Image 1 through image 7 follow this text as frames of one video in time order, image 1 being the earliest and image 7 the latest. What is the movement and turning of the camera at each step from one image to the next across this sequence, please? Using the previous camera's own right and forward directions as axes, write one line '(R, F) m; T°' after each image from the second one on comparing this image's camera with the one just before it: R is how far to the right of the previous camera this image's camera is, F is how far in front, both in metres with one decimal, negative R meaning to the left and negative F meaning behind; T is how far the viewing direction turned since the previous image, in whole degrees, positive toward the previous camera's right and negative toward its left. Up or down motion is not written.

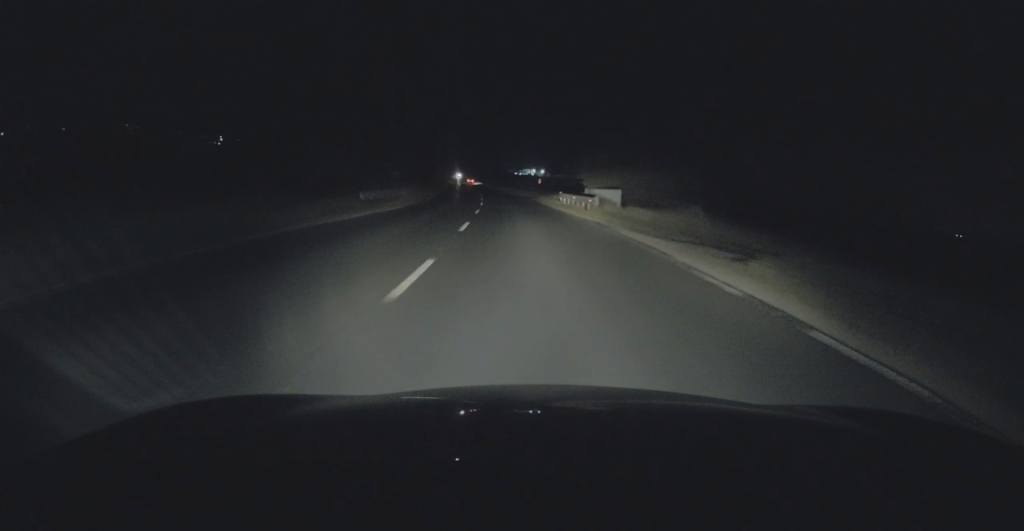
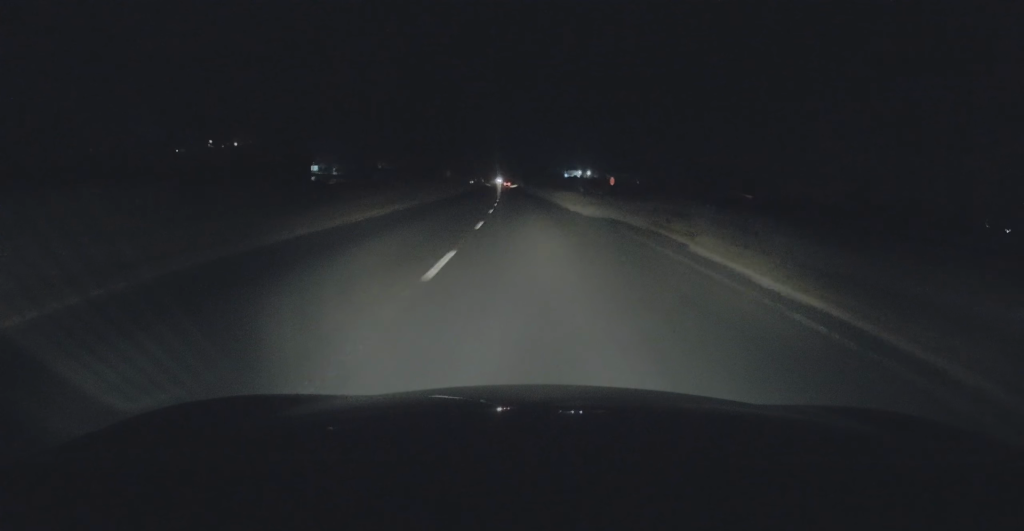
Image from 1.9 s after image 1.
(-1.8, +42.9) m; -4°
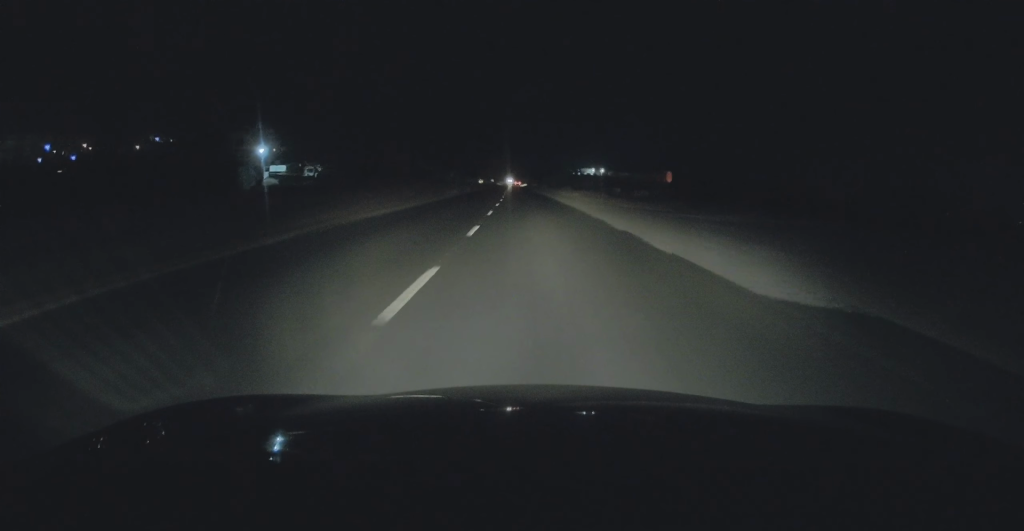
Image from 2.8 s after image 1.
(-0.1, +20.1) m; -1°
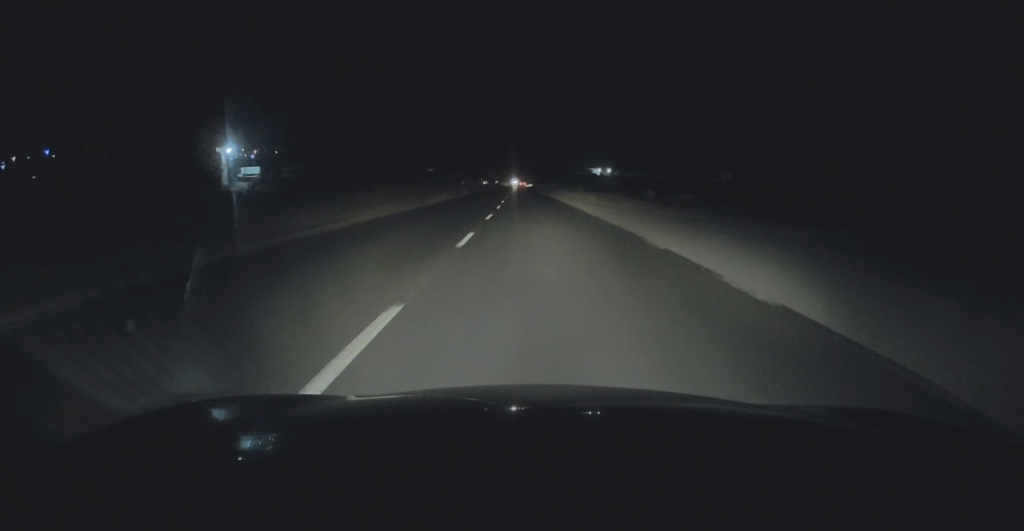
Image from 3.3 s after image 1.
(-0.2, +11.2) m; -1°
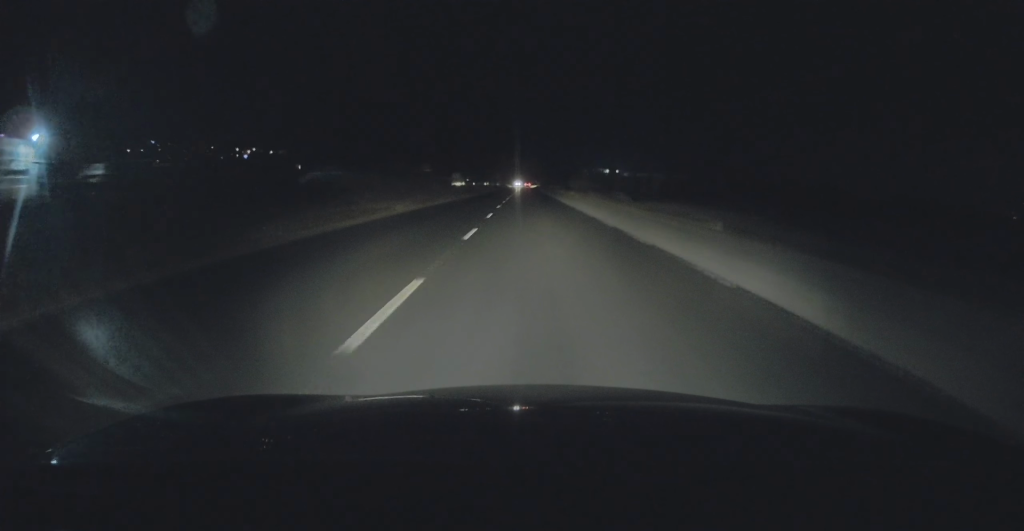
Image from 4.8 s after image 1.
(-0.2, +33.6) m; 0°
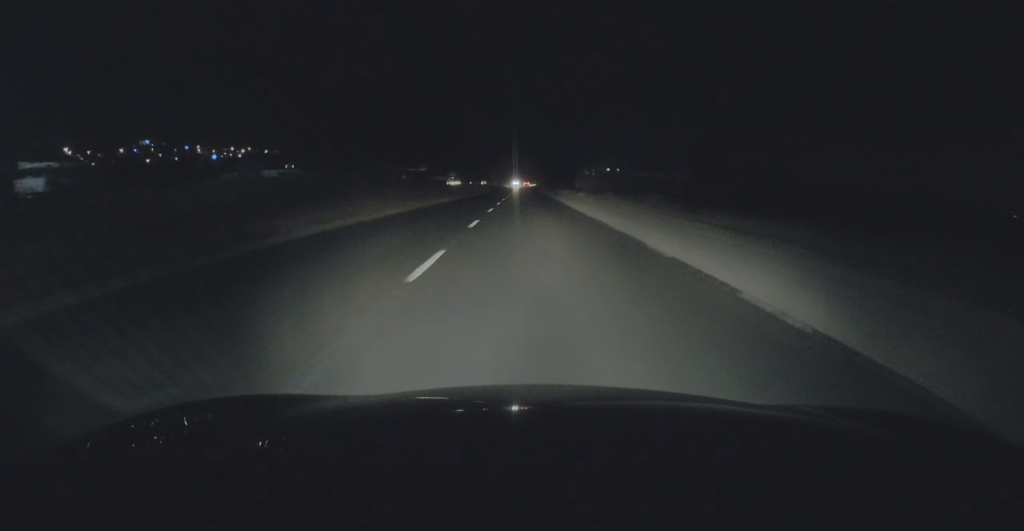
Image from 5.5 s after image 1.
(0.0, +14.3) m; 0°
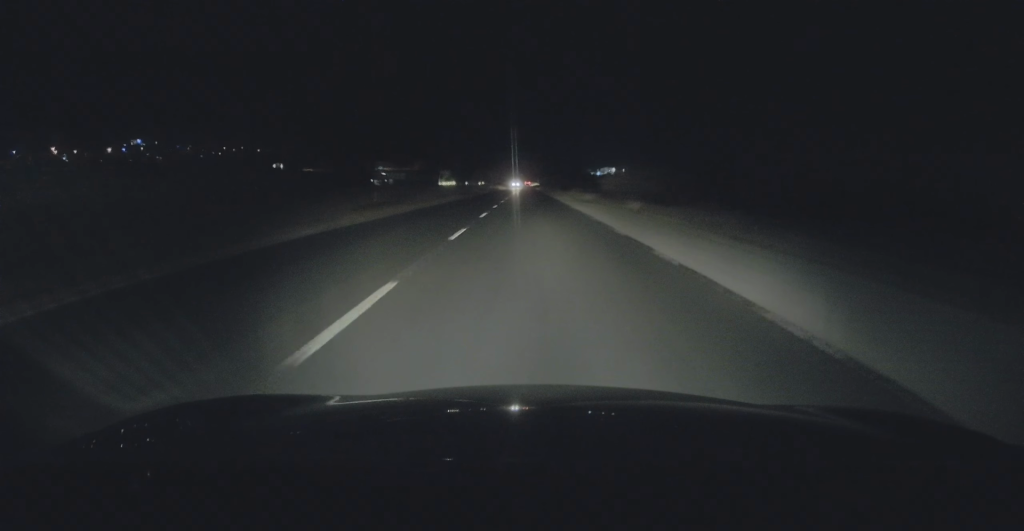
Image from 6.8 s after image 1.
(+0.1, +30.2) m; 0°
